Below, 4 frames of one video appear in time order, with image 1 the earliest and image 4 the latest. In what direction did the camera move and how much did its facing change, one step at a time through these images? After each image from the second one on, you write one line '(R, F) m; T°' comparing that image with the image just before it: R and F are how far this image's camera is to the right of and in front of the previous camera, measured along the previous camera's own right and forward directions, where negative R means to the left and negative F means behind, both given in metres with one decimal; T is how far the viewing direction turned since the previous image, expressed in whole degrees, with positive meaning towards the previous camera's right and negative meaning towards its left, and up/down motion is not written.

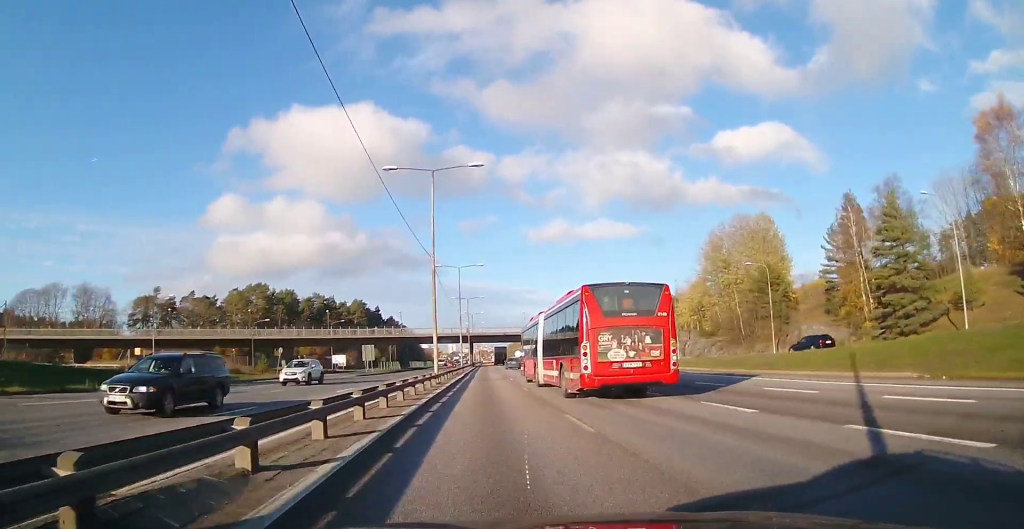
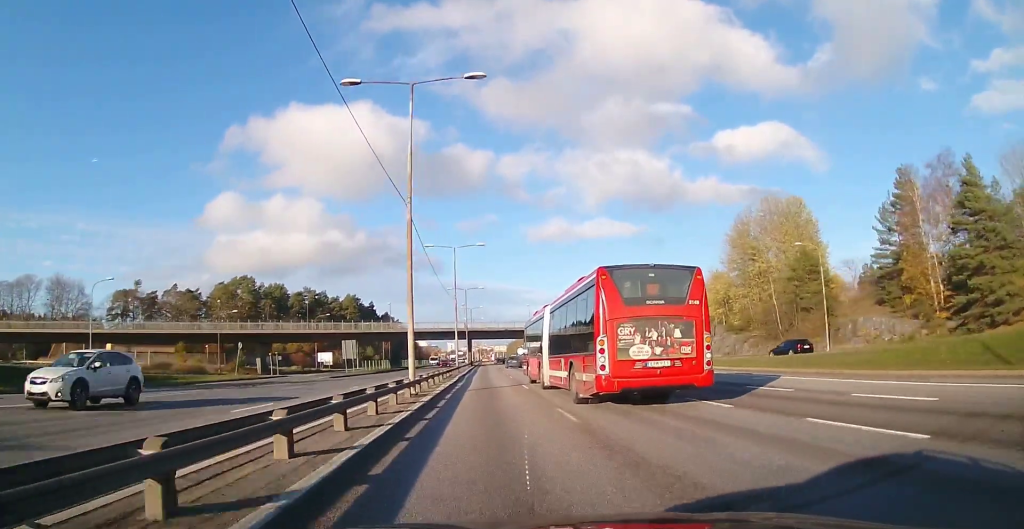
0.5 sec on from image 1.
(0.0, +11.0) m; 0°
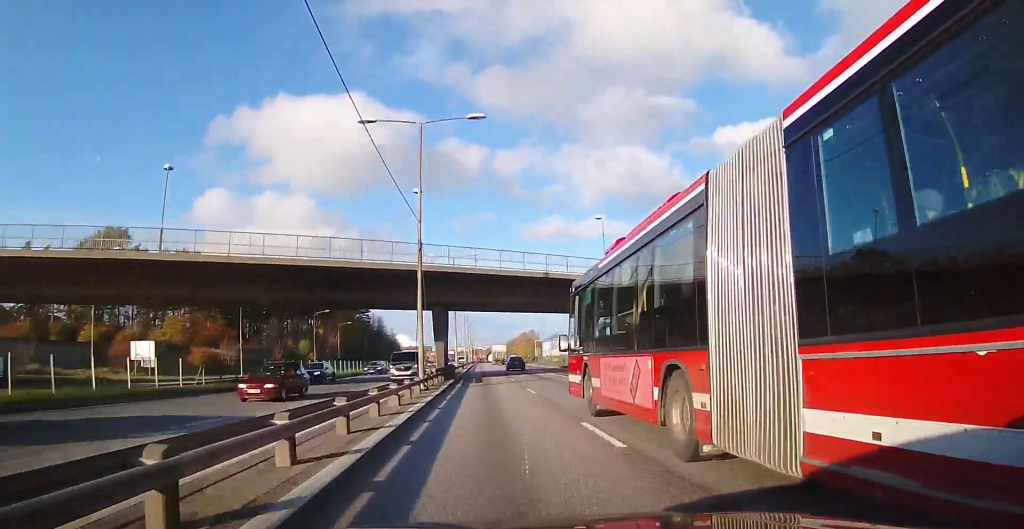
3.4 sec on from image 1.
(+0.7, +63.2) m; +1°
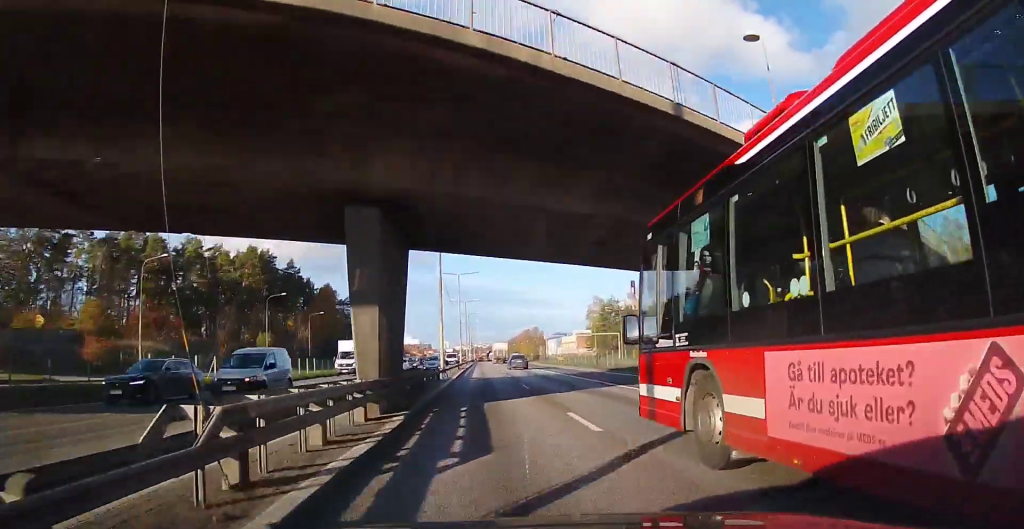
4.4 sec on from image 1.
(0.0, +22.4) m; 0°
